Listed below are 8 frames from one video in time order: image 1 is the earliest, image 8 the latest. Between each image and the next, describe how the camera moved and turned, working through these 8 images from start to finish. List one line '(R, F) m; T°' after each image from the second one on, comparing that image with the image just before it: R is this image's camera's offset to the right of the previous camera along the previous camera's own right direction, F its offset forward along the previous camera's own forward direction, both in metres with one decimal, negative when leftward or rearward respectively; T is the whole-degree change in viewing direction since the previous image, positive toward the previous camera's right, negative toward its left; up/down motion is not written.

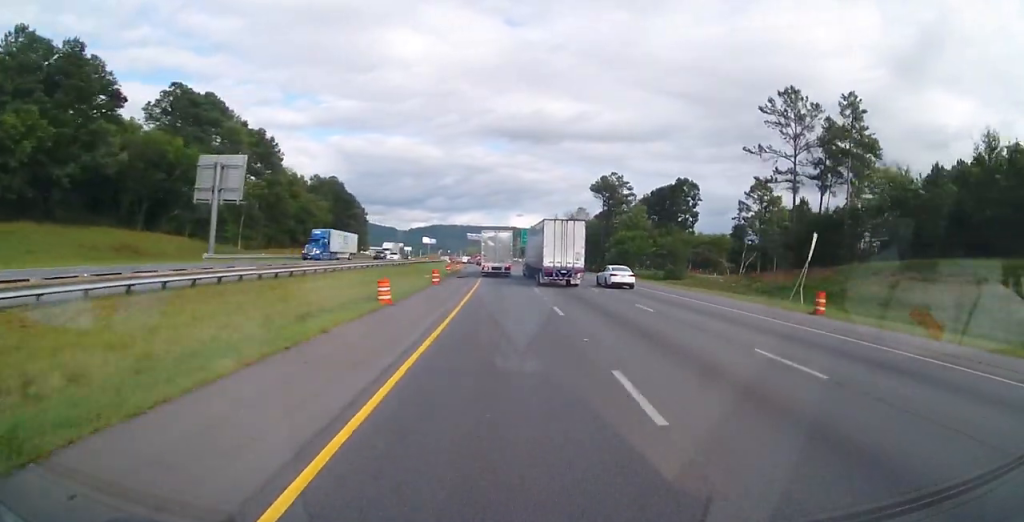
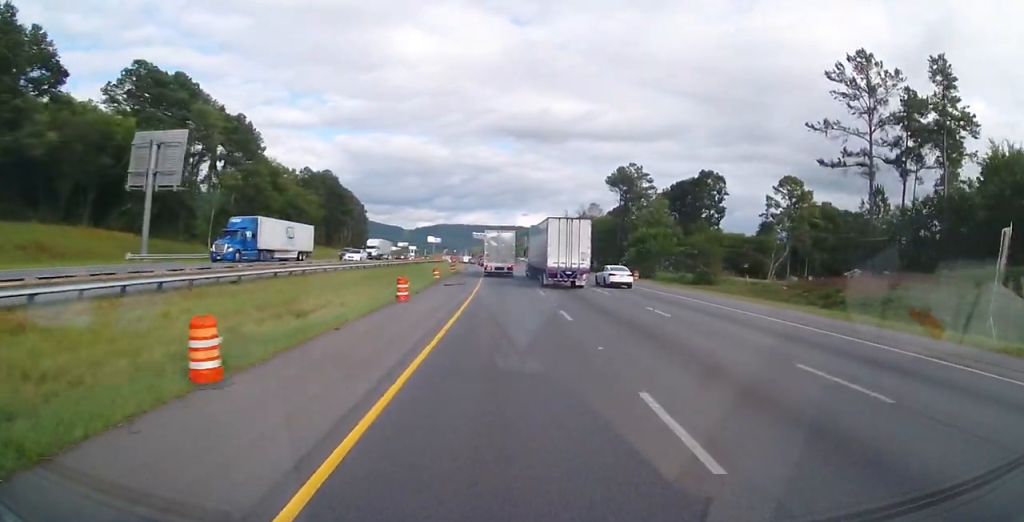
(0.0, +14.0) m; 0°
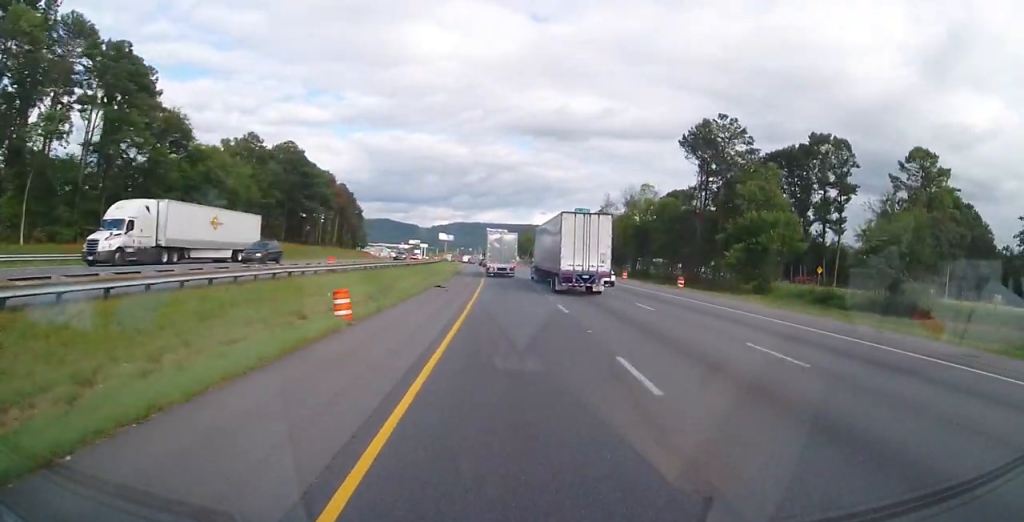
(+0.4, +46.8) m; 0°
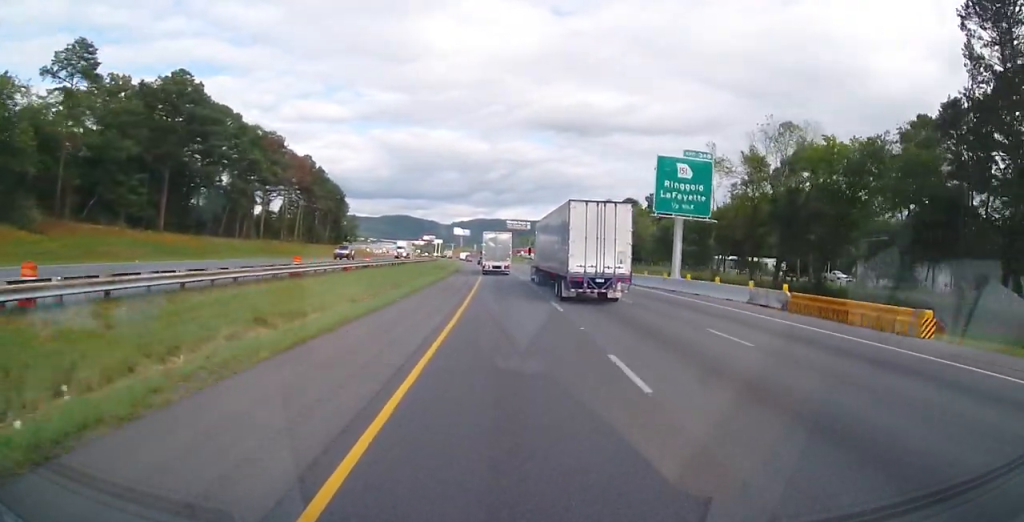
(-1.1, +59.1) m; -2°
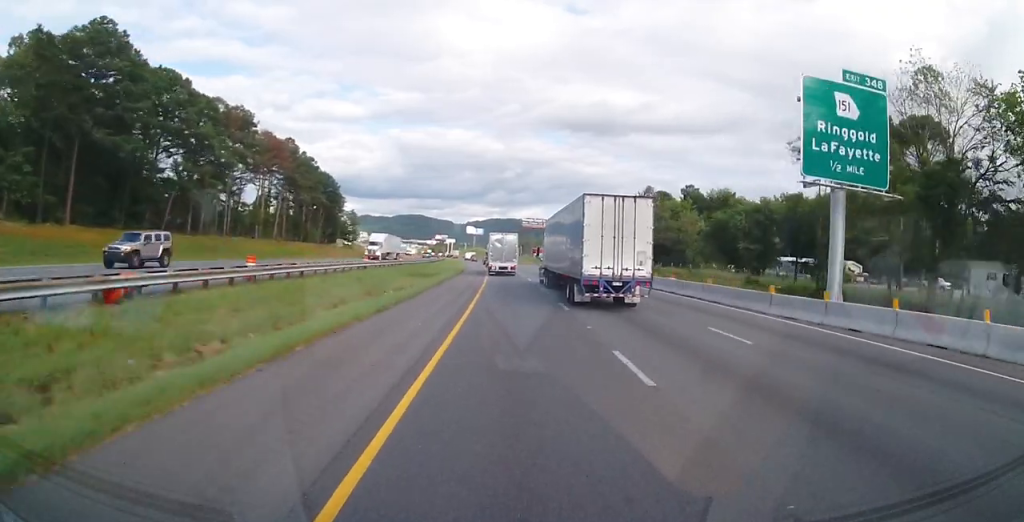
(0.0, +23.9) m; 0°
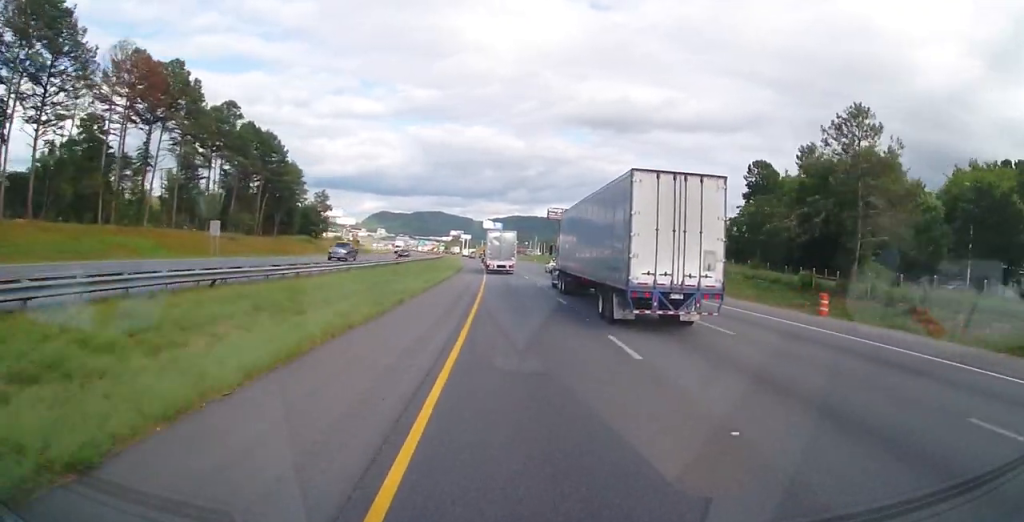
(-0.4, +57.8) m; -1°
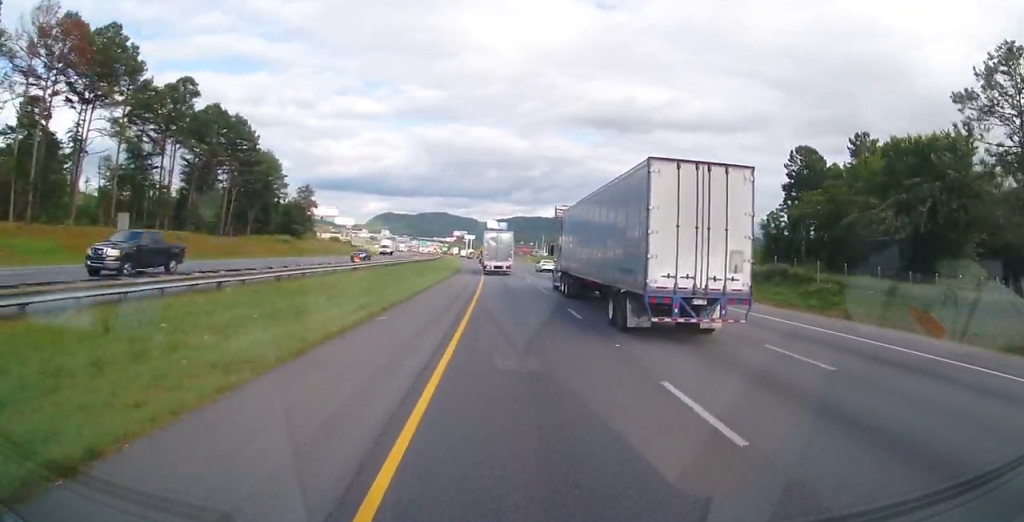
(0.0, +17.0) m; -1°
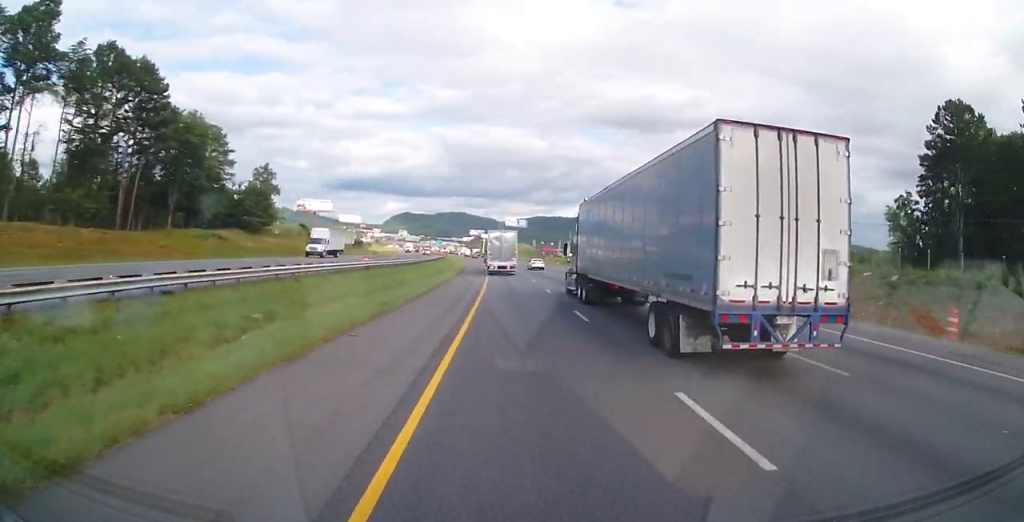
(-0.7, +36.5) m; -3°
